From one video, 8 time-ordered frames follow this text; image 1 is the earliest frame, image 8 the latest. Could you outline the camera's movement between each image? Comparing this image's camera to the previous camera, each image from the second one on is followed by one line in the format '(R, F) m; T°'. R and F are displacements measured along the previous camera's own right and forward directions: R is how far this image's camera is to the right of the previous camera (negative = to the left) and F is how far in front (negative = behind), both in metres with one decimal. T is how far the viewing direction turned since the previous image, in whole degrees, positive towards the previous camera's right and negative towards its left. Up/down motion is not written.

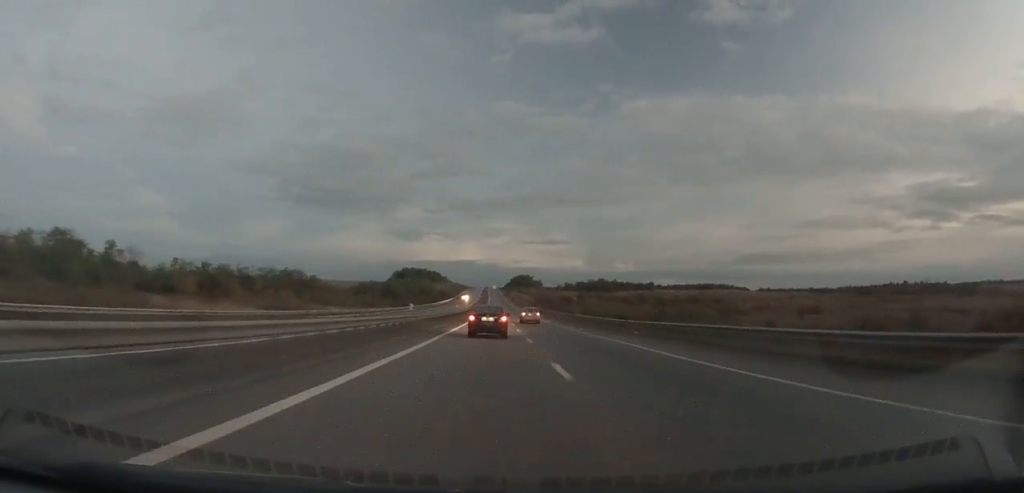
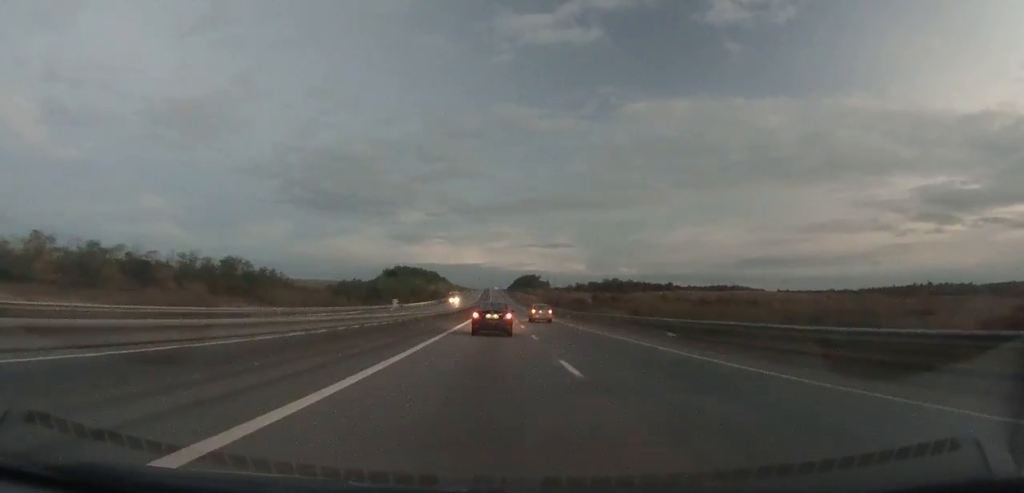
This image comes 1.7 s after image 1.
(-0.2, +49.0) m; 0°
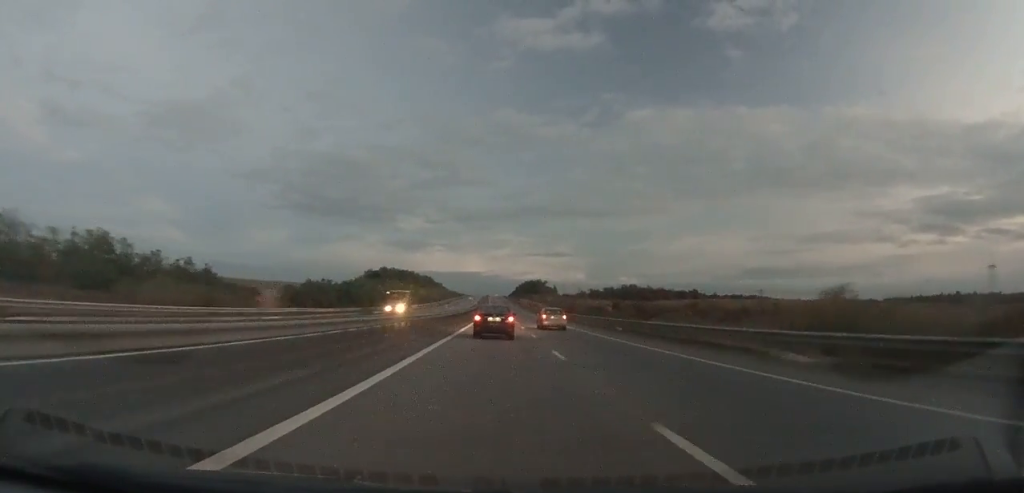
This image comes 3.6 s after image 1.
(0.0, +54.5) m; 0°
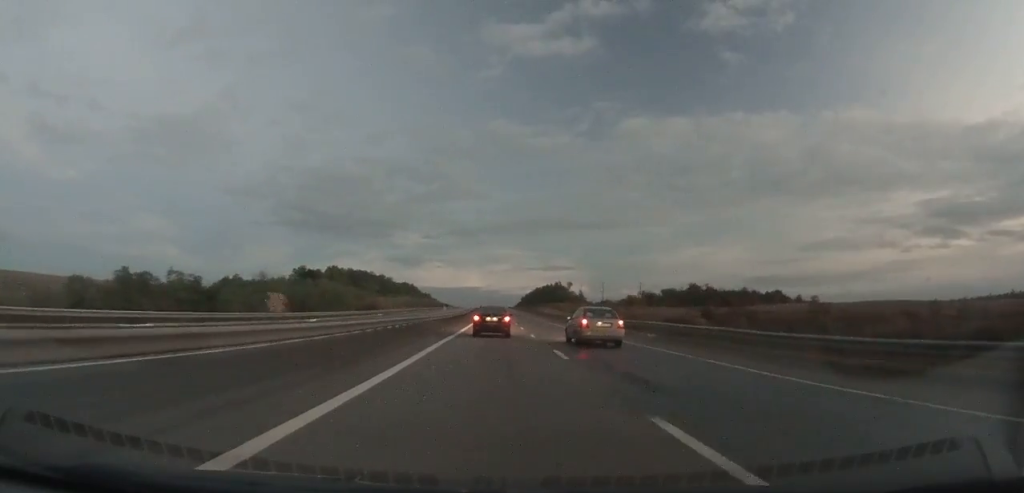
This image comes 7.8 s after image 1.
(+0.5, +119.8) m; 0°
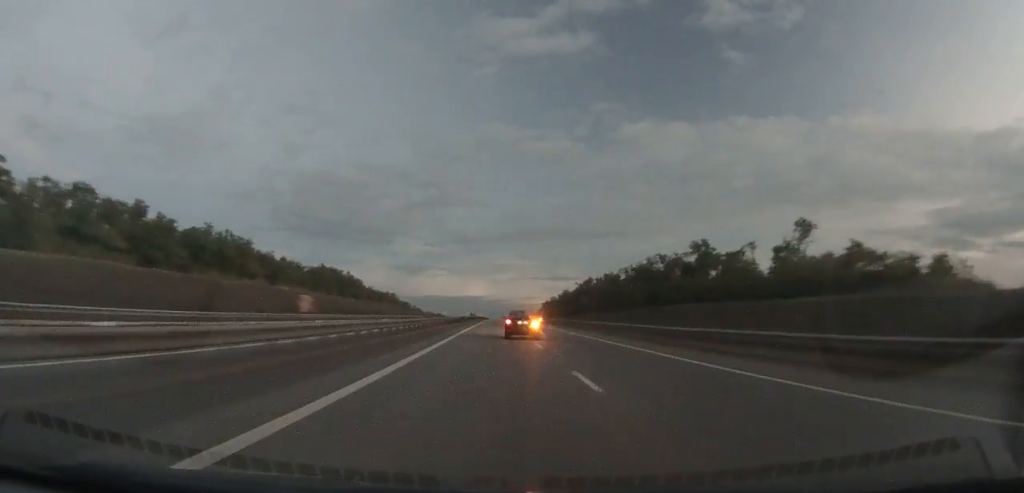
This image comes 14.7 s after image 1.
(-2.2, +195.1) m; -1°
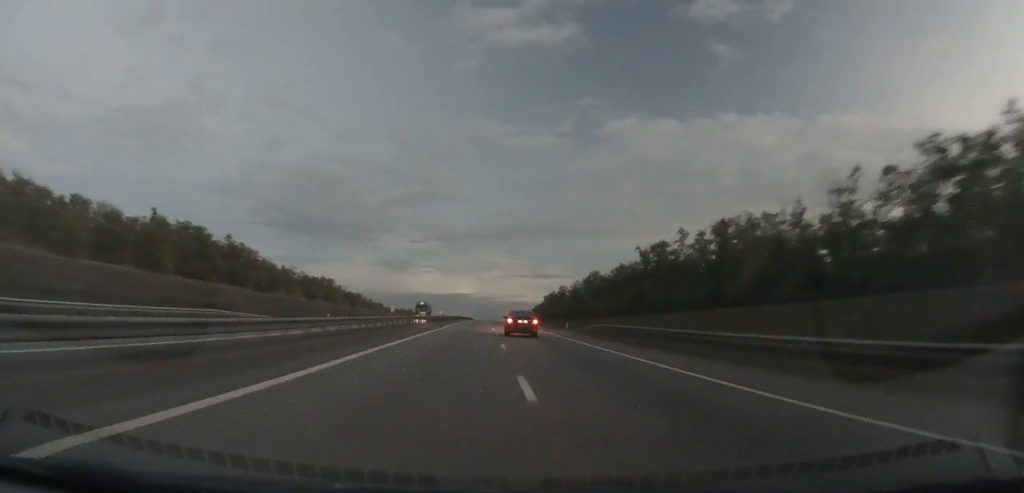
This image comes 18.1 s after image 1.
(+0.8, +96.5) m; +1°
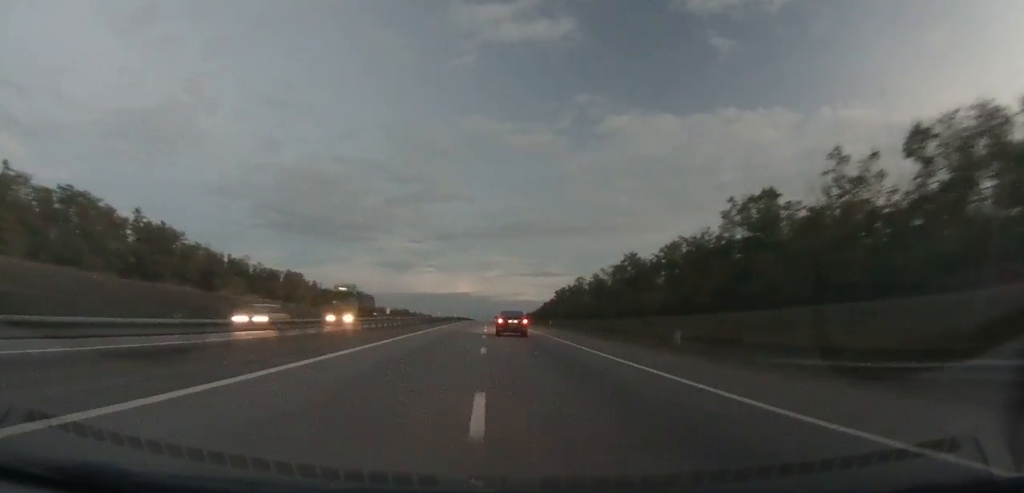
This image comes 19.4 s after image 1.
(+0.3, +37.1) m; 0°
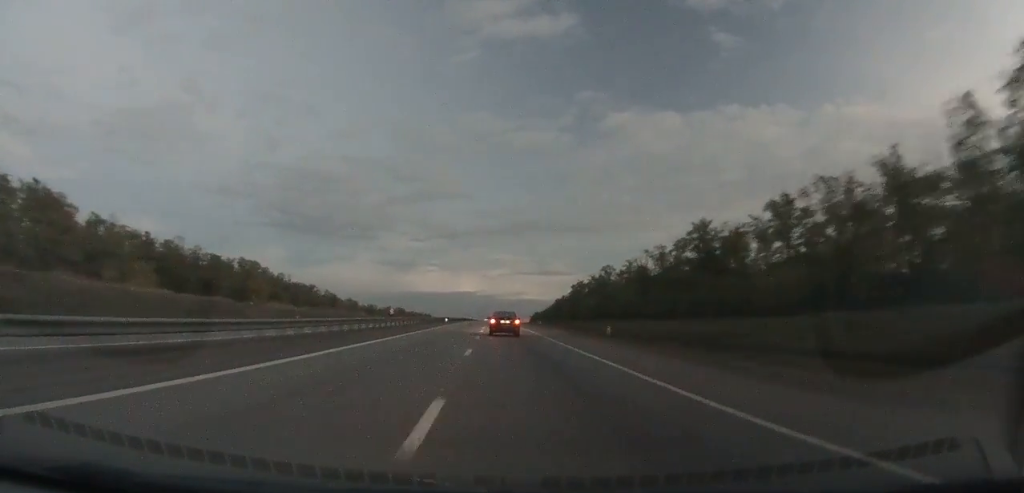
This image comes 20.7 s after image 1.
(0.0, +37.6) m; 0°
